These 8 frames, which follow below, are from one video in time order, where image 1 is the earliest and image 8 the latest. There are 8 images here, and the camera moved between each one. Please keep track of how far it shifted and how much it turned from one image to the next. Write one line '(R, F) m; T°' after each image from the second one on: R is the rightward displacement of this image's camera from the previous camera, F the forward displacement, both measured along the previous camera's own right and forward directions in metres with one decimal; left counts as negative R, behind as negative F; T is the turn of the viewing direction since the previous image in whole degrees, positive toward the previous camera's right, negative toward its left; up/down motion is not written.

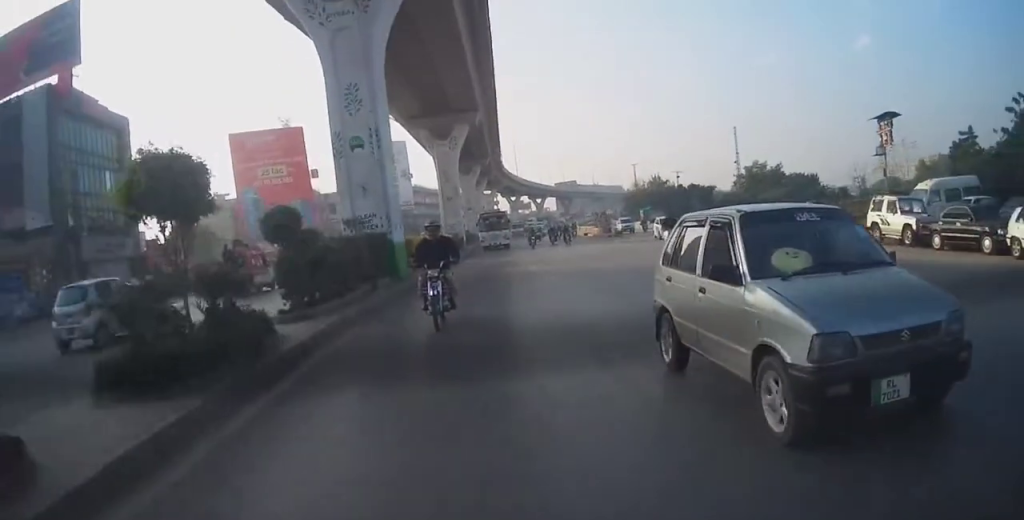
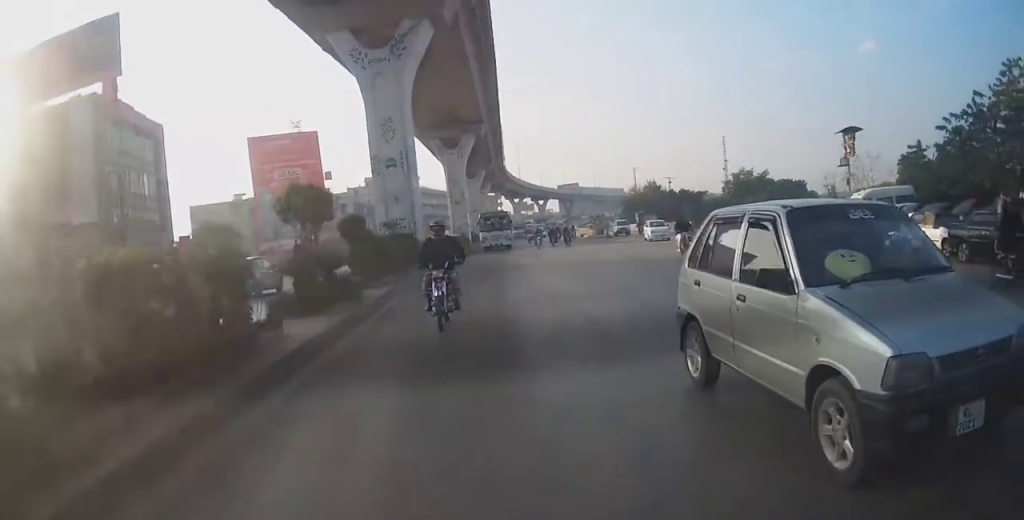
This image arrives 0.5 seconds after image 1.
(0.0, +6.0) m; 0°
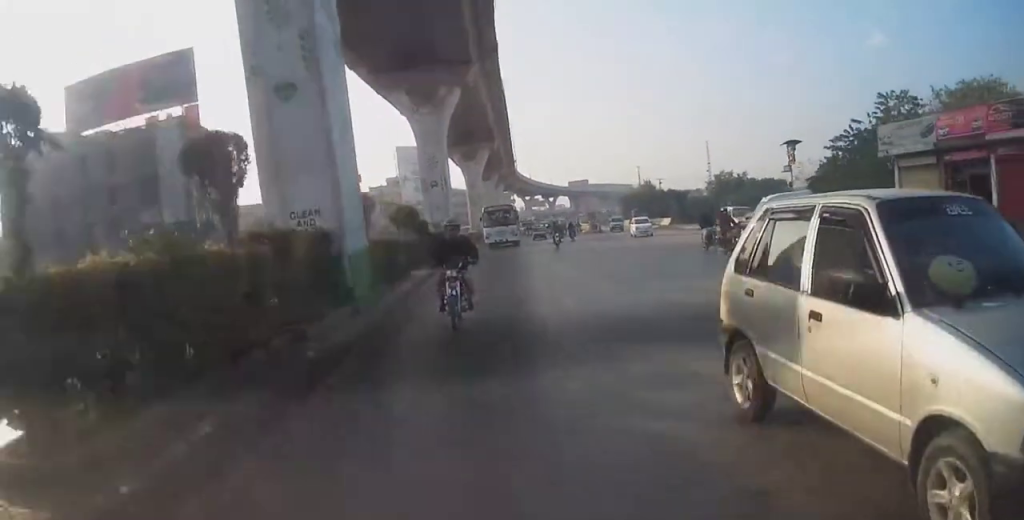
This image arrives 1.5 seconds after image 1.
(-0.1, +13.3) m; 0°
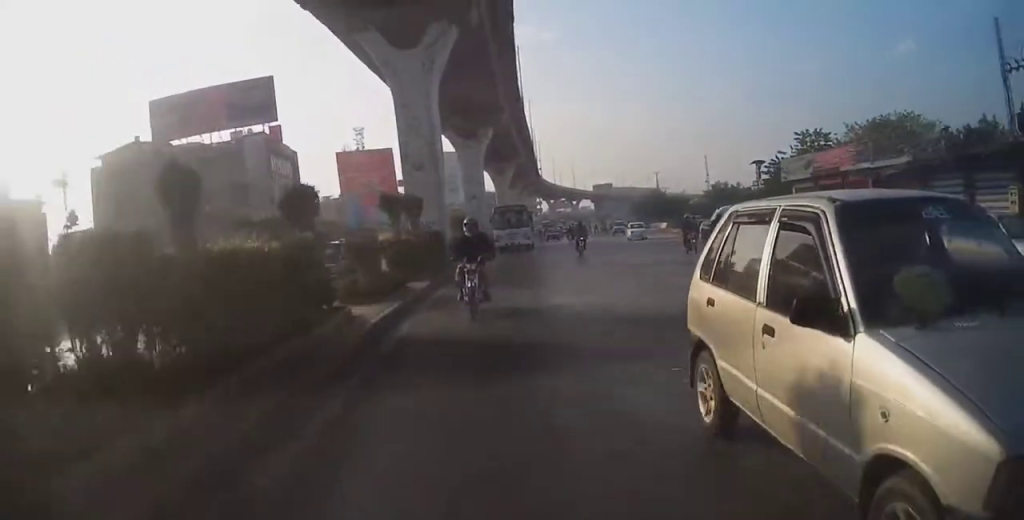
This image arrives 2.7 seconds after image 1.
(-0.2, +15.5) m; -3°
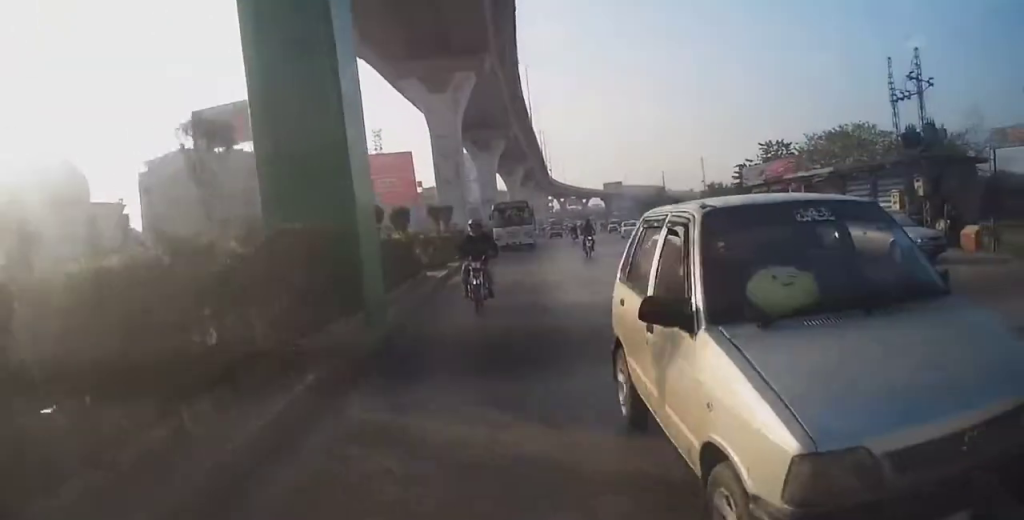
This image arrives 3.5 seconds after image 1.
(-0.2, +9.9) m; -3°
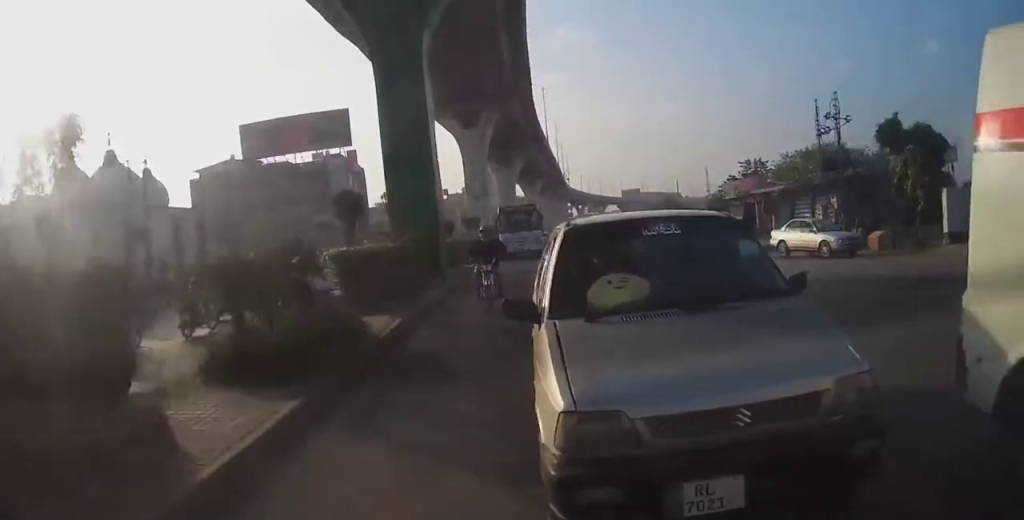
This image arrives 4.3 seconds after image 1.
(-0.4, +10.7) m; -2°
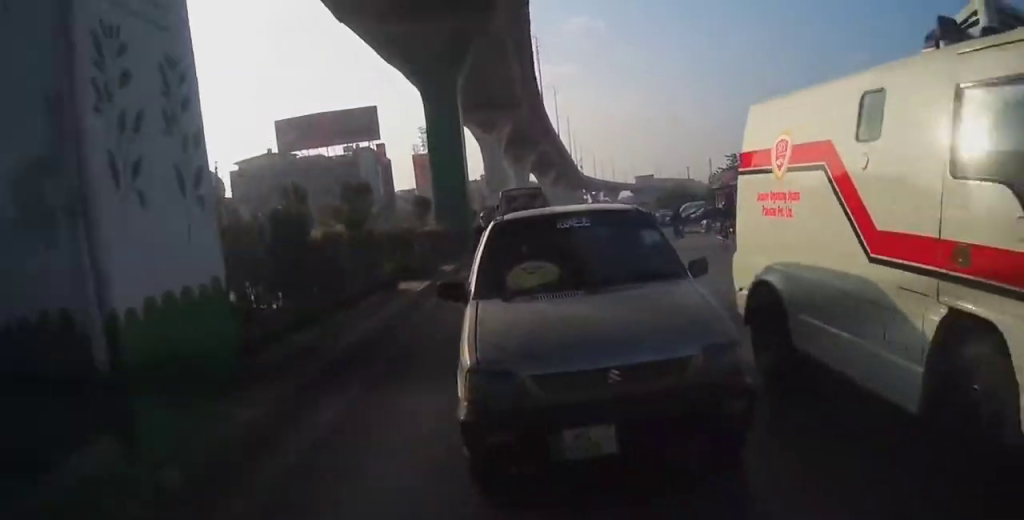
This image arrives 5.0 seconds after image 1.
(-0.1, +9.8) m; -1°
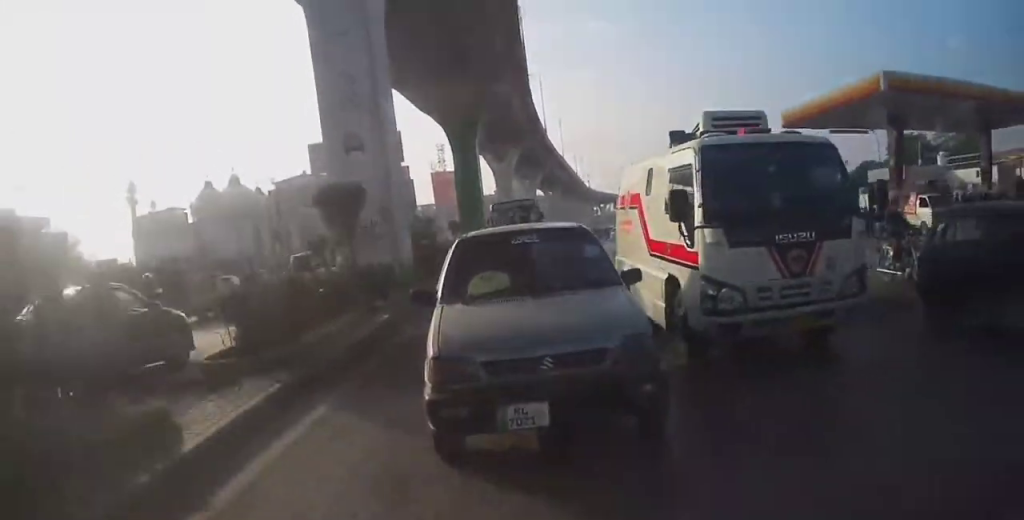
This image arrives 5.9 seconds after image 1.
(-0.2, +12.1) m; 0°
